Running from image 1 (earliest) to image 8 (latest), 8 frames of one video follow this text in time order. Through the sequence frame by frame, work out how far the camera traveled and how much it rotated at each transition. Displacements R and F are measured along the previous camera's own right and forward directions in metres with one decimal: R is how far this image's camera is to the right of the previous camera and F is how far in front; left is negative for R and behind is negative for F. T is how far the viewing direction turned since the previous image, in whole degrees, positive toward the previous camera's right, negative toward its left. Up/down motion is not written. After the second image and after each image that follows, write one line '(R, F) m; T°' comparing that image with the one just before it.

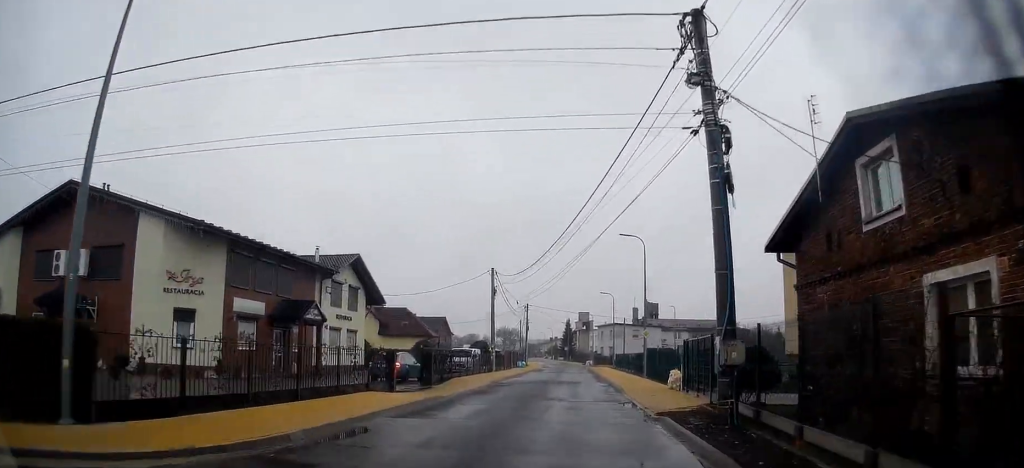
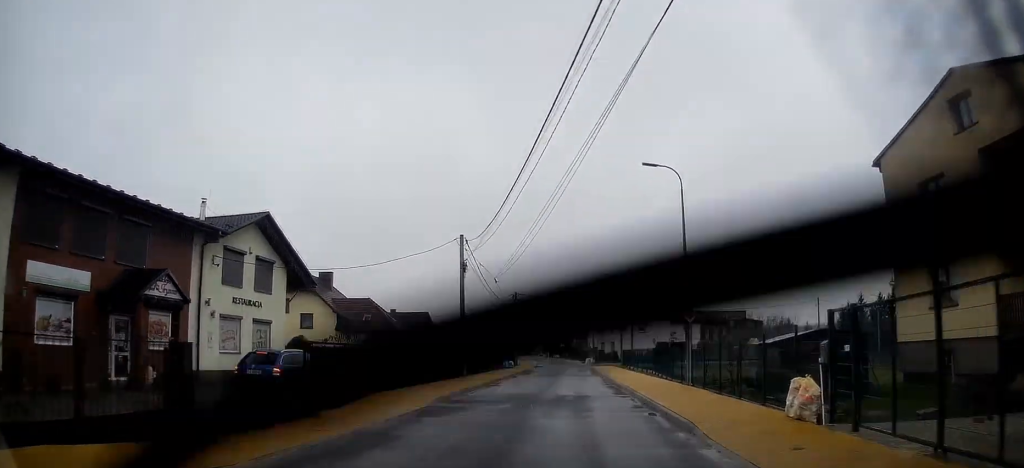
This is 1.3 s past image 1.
(0.0, +12.3) m; -1°
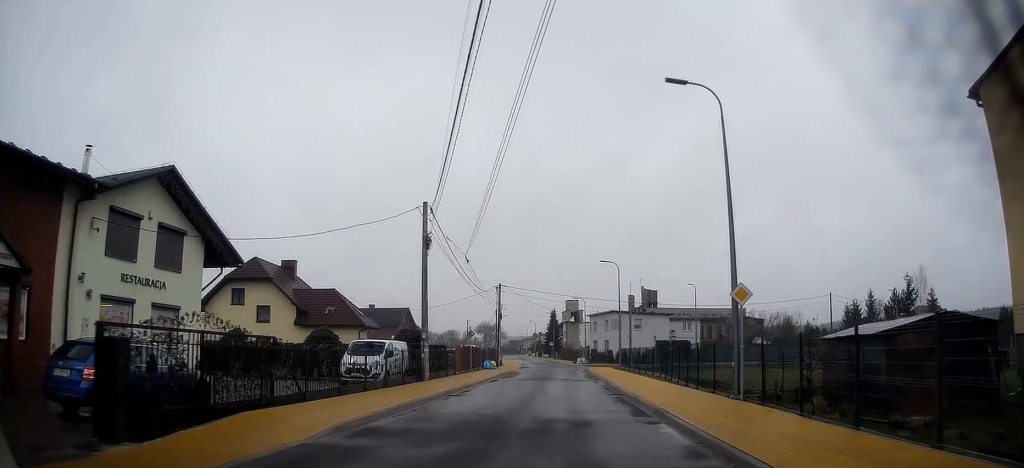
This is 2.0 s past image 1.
(-0.1, +7.0) m; 0°
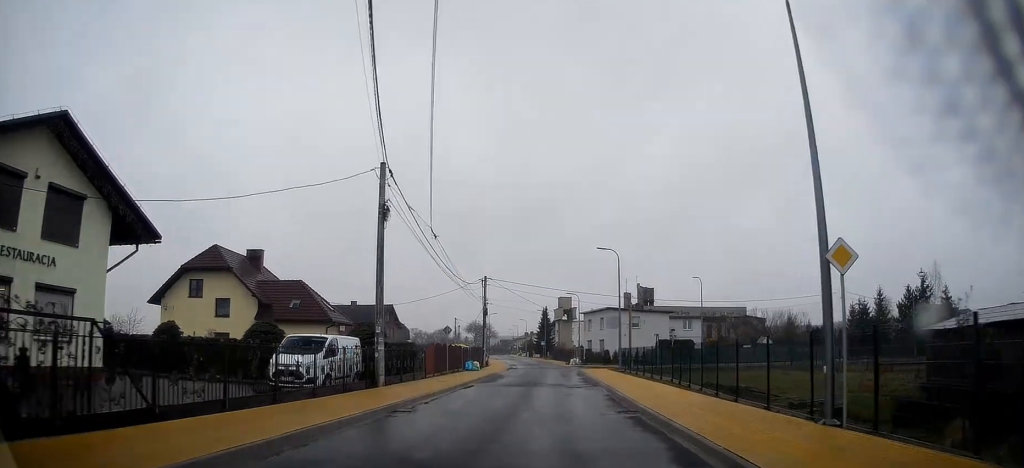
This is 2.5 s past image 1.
(+0.1, +5.7) m; +1°
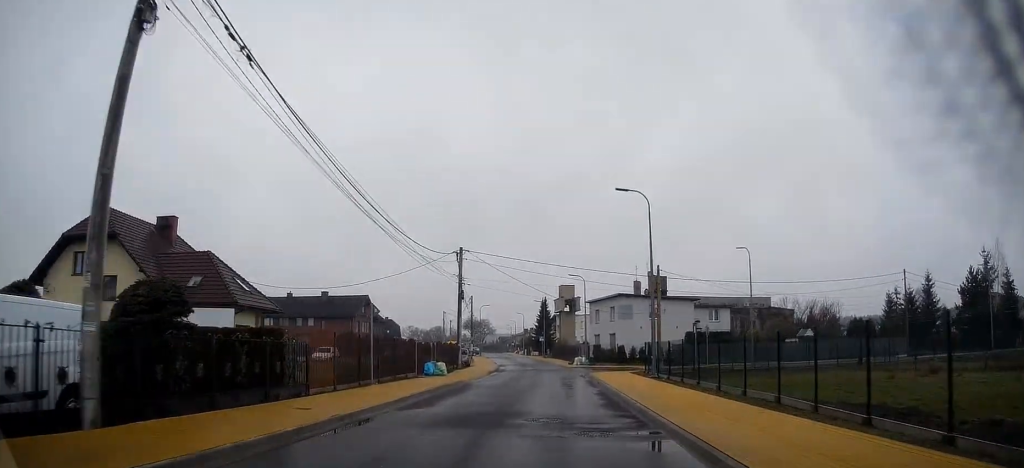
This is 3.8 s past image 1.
(+0.3, +14.1) m; +1°
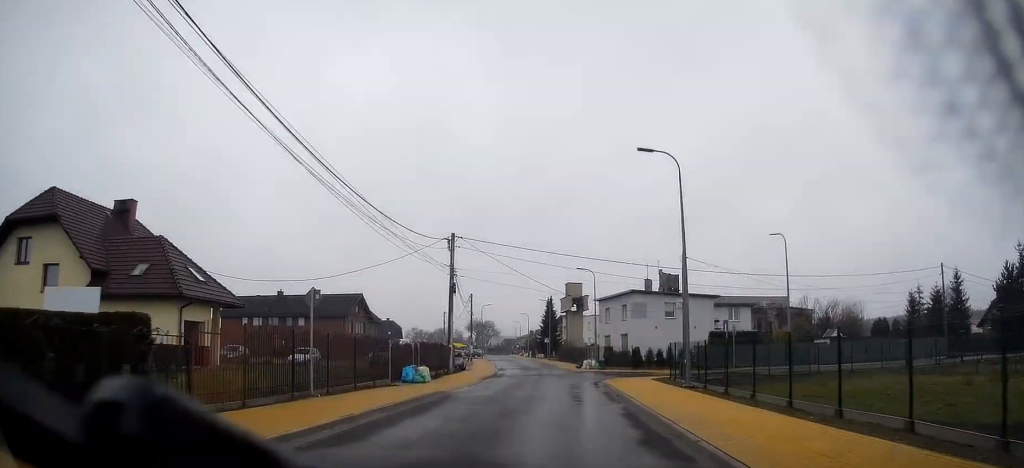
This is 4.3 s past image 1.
(0.0, +5.8) m; 0°
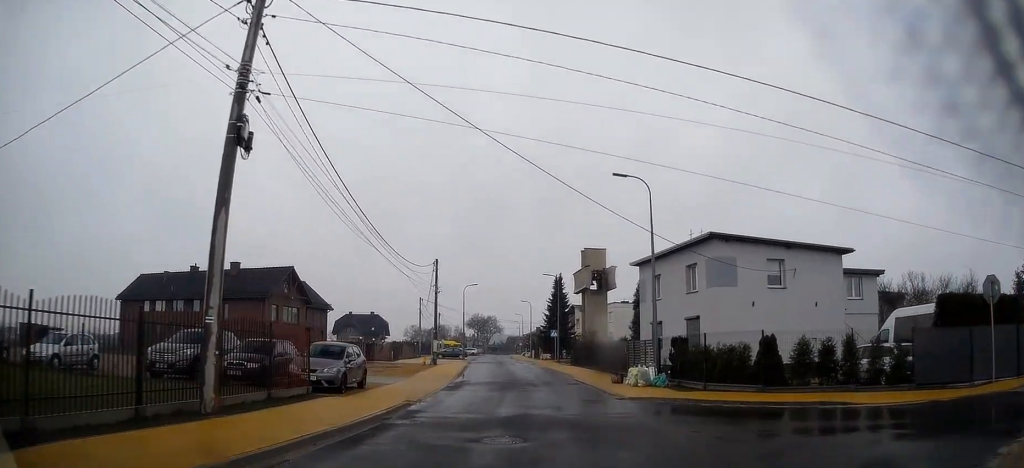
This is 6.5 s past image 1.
(-0.6, +26.5) m; -2°
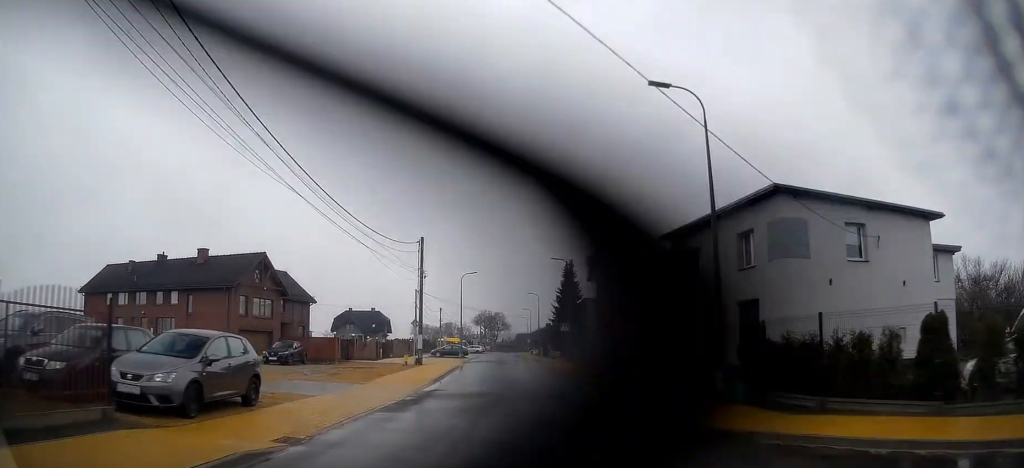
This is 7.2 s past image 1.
(0.0, +8.3) m; -1°
